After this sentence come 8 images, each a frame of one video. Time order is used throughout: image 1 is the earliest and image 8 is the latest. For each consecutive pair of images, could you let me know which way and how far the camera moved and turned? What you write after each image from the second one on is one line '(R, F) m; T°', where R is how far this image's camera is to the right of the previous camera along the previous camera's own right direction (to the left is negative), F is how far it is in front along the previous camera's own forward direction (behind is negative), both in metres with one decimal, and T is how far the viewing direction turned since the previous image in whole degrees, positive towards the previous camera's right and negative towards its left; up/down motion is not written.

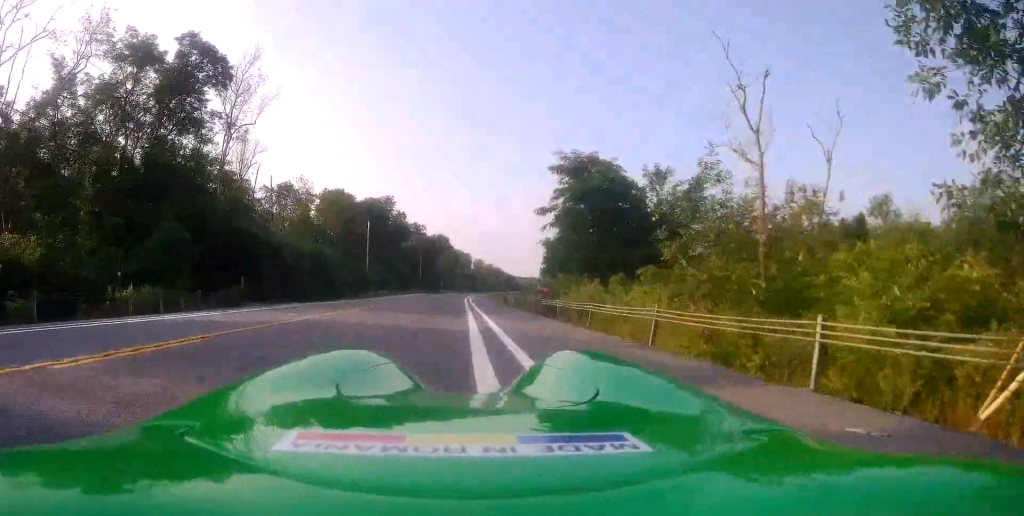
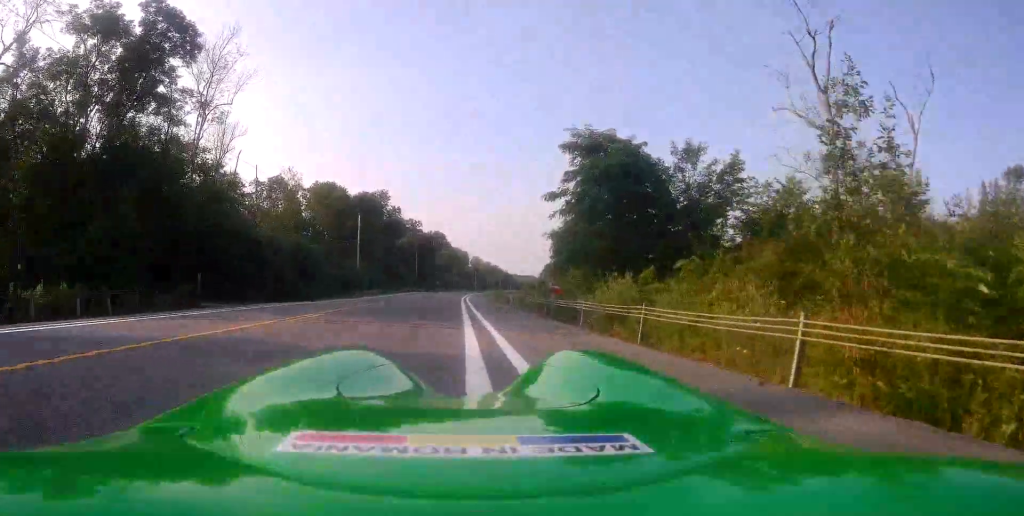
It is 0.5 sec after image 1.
(+0.2, +4.4) m; -1°
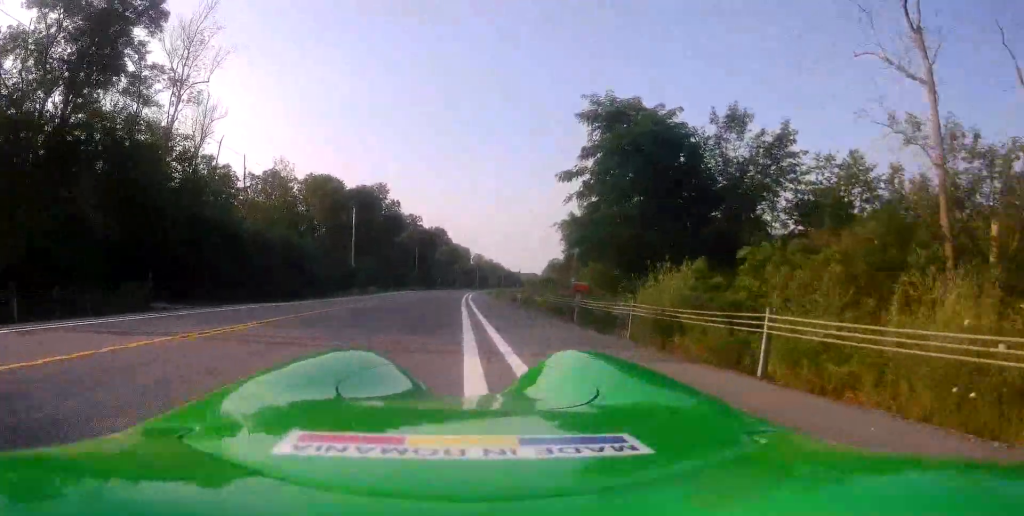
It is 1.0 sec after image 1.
(-0.3, +4.1) m; 0°
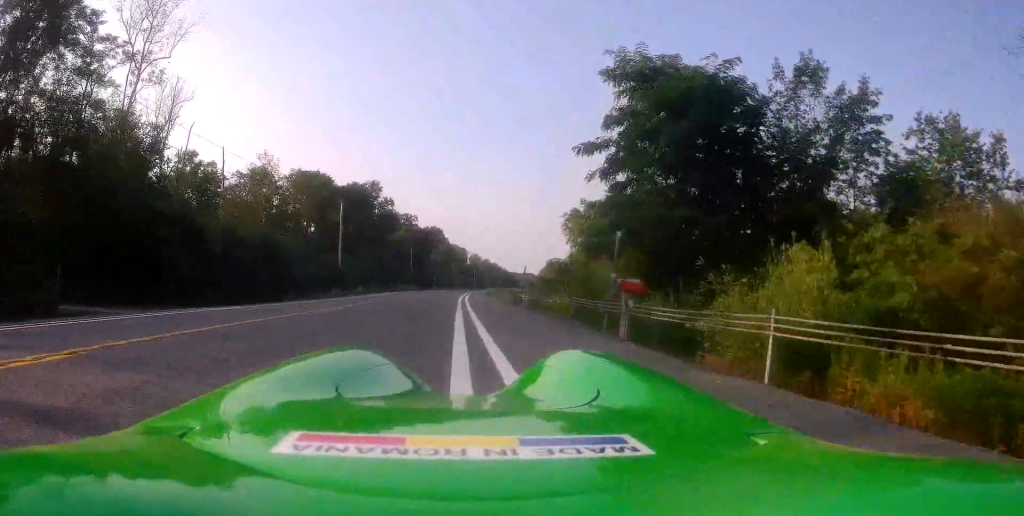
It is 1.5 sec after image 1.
(-0.3, +5.2) m; +1°
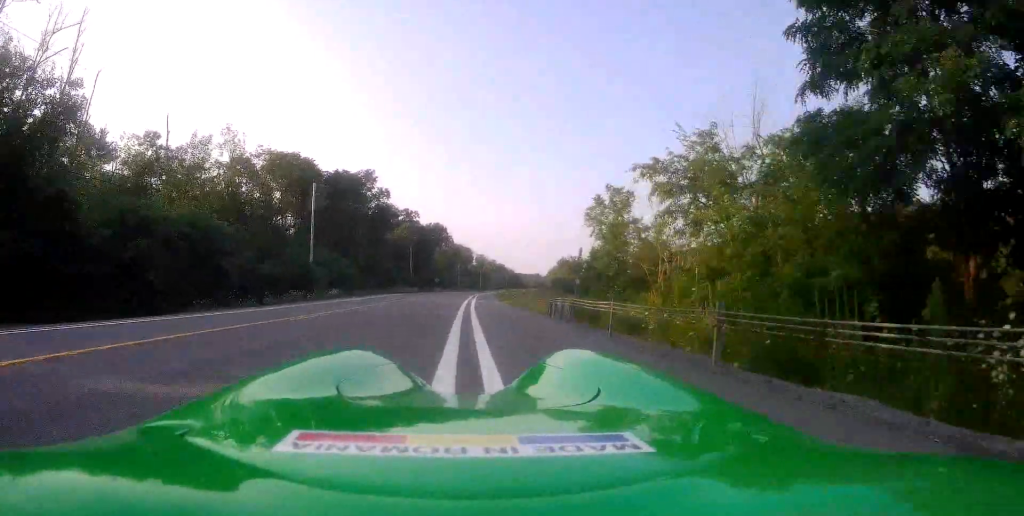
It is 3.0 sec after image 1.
(+0.7, +13.2) m; +2°
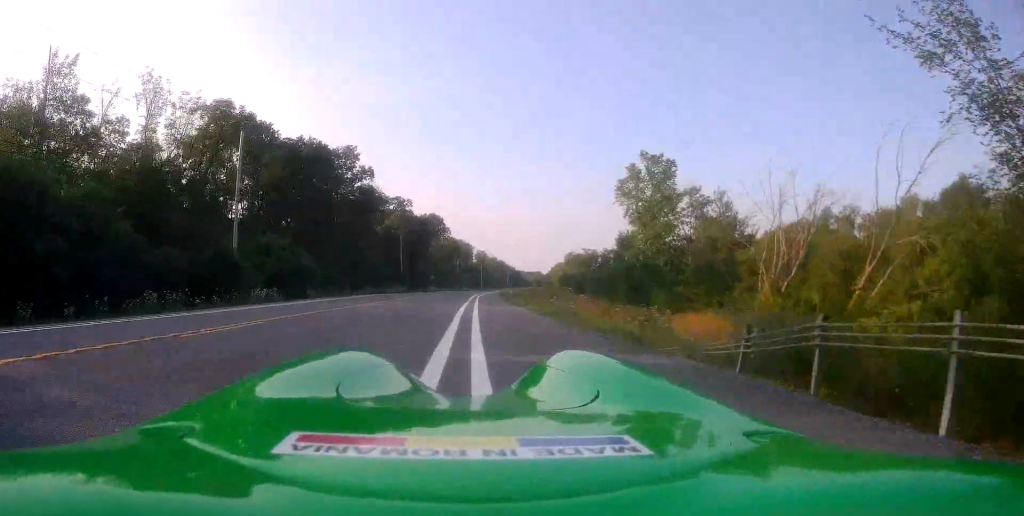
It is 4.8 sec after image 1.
(+0.1, +16.8) m; 0°
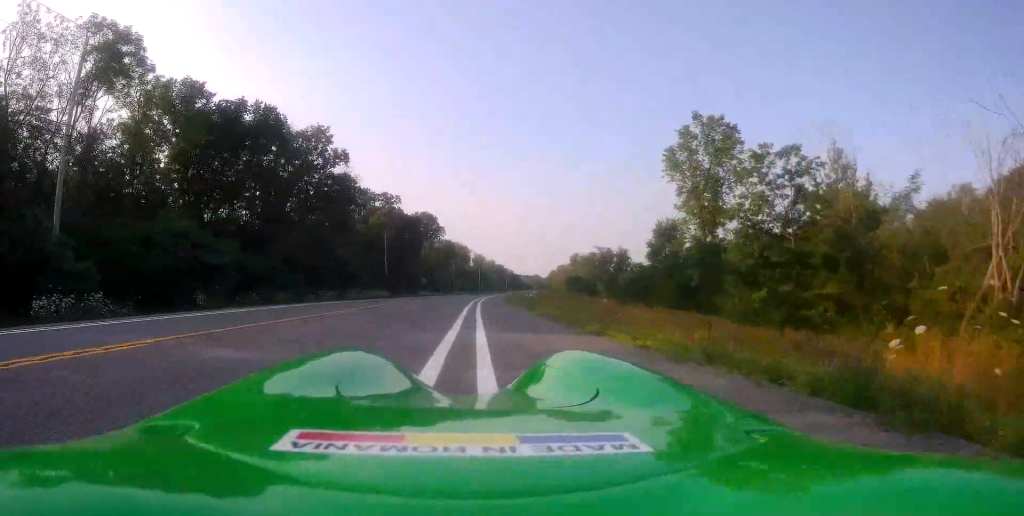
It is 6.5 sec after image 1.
(-0.5, +16.8) m; -3°
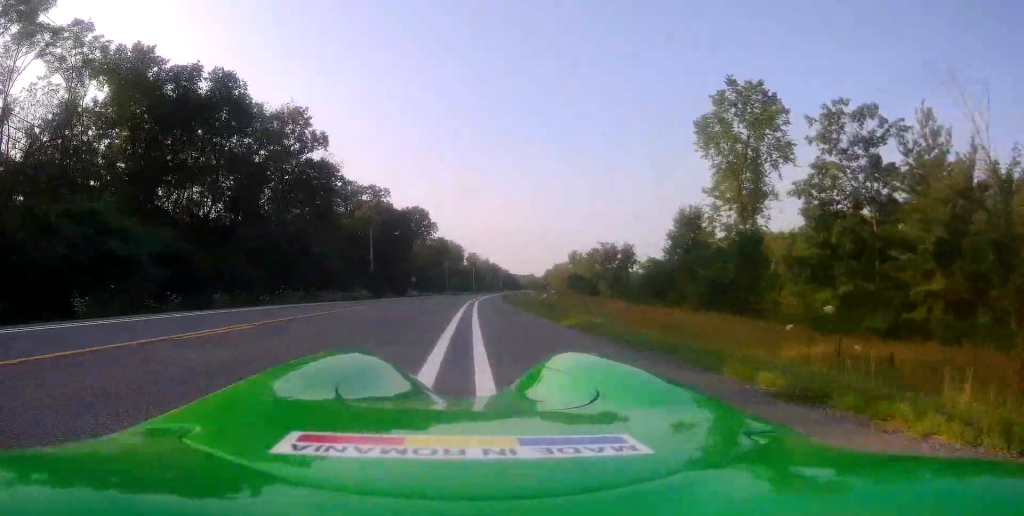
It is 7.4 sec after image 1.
(0.0, +7.9) m; -1°
